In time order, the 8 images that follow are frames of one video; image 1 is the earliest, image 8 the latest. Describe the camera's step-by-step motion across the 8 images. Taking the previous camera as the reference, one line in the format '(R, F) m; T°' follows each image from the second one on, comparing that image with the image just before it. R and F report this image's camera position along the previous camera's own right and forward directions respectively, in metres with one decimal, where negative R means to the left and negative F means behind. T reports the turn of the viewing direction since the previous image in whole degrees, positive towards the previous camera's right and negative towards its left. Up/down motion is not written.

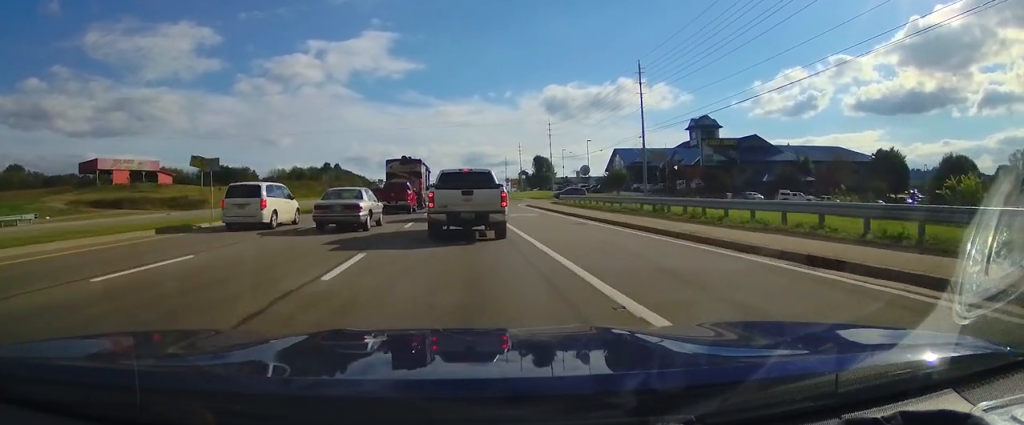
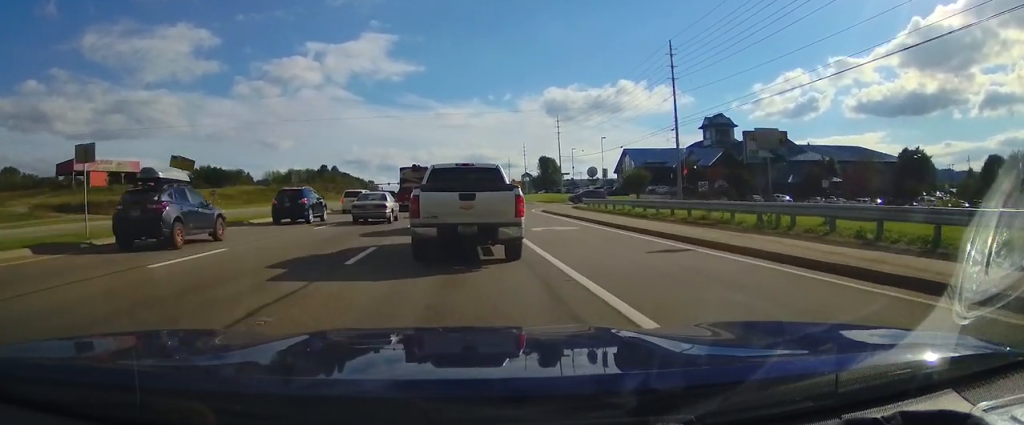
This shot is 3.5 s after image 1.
(0.0, +11.4) m; +1°
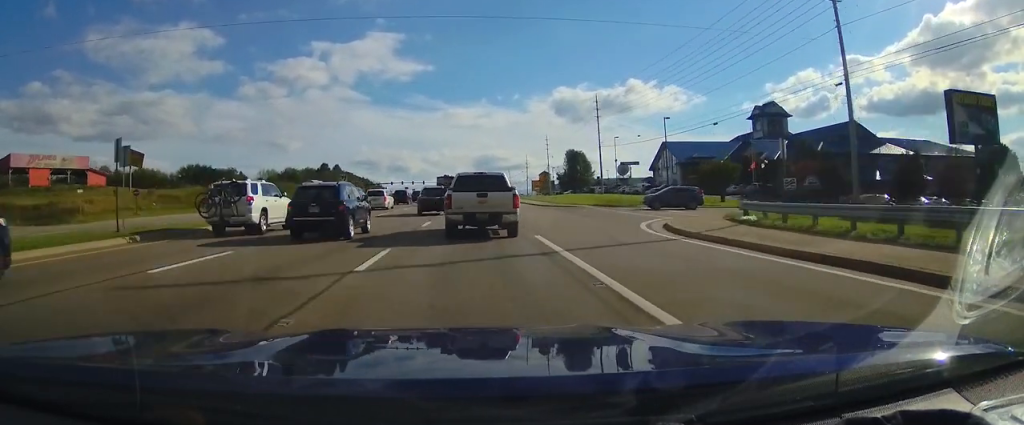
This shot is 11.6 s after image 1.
(-0.1, +40.5) m; 0°
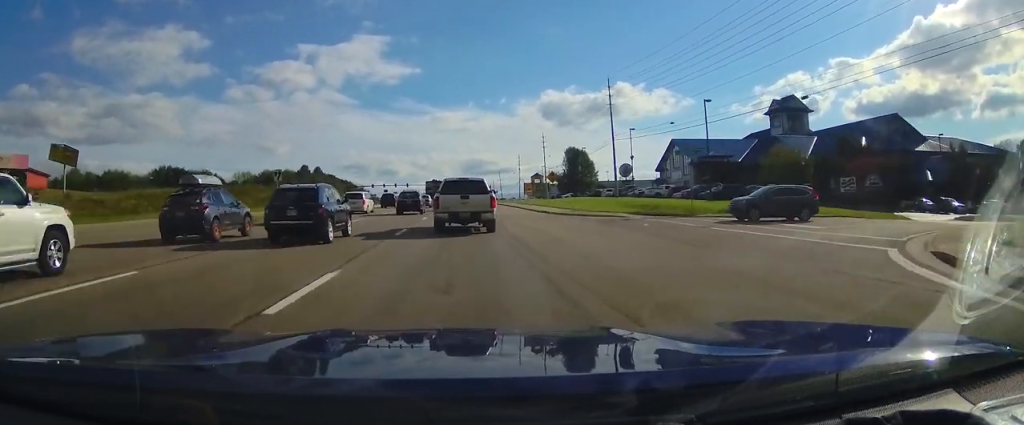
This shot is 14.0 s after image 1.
(+0.1, +17.5) m; 0°
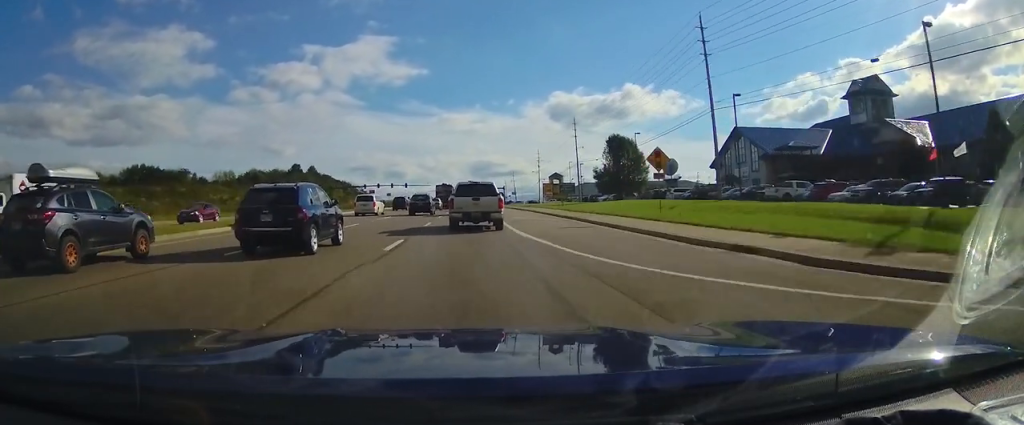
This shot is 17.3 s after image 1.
(0.0, +26.8) m; 0°
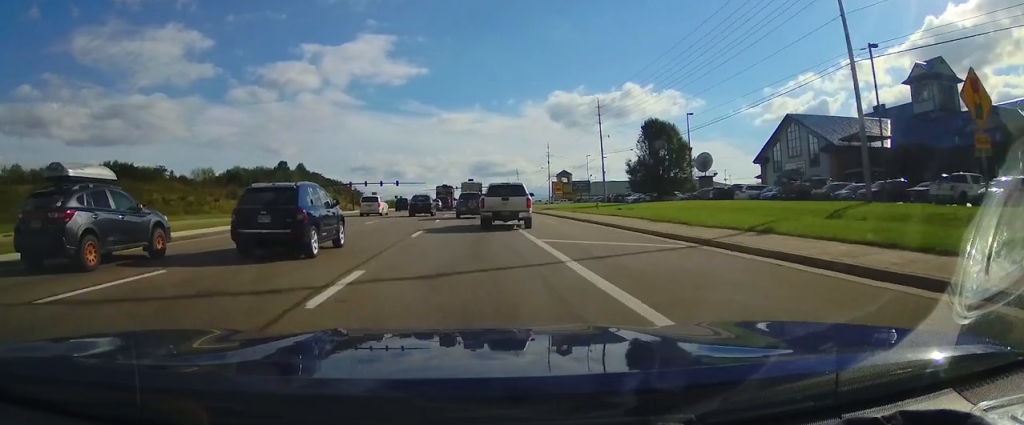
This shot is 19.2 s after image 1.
(0.0, +15.1) m; 0°
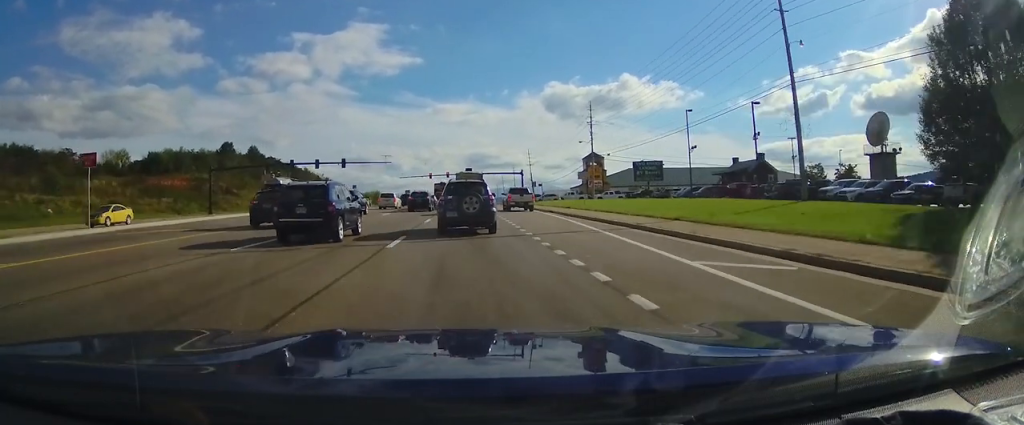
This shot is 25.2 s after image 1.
(-0.1, +41.7) m; 0°
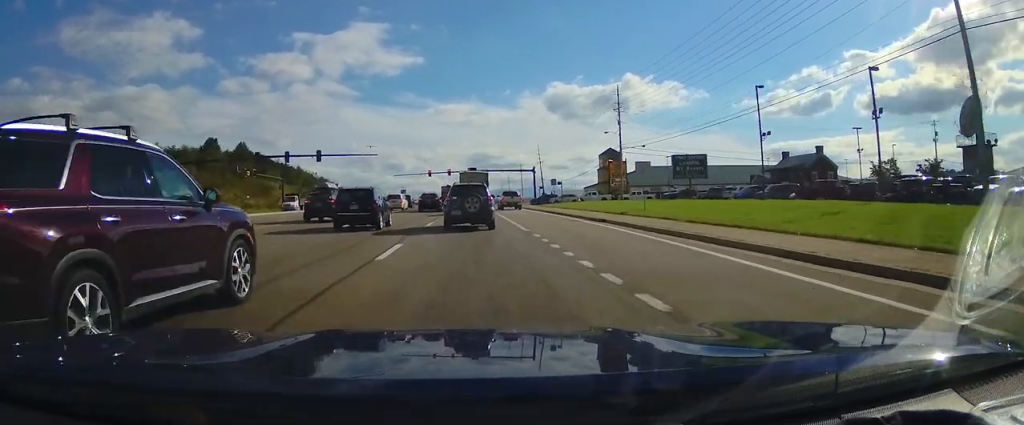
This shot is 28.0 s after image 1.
(0.0, +14.2) m; 0°
